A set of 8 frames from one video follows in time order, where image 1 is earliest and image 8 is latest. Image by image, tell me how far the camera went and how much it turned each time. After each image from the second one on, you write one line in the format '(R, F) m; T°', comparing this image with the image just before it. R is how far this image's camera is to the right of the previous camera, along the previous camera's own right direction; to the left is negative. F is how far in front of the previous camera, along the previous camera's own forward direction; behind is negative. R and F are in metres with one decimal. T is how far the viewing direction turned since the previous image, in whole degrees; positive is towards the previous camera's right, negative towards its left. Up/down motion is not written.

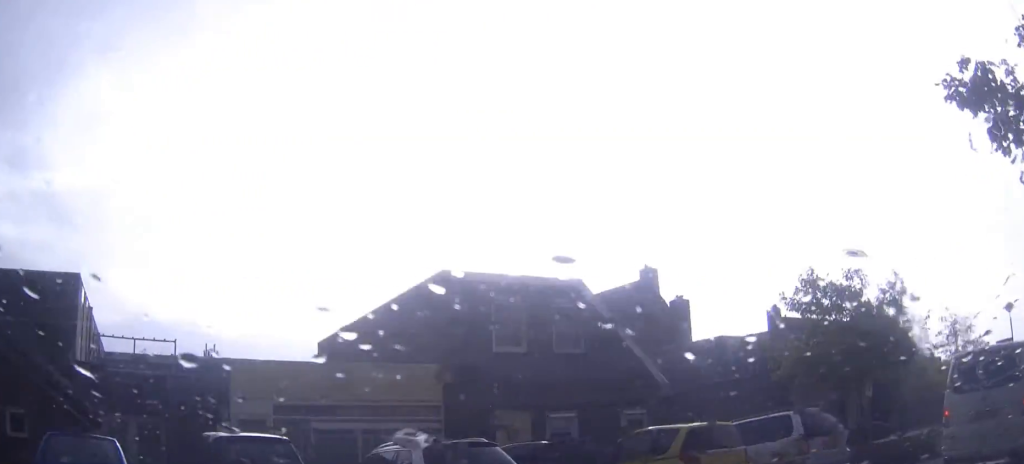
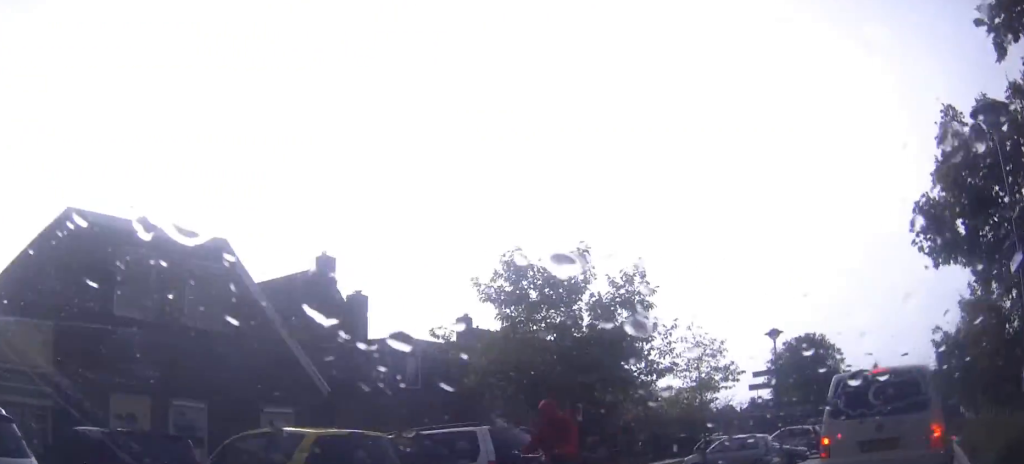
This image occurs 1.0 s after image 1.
(+0.6, +4.1) m; +19°
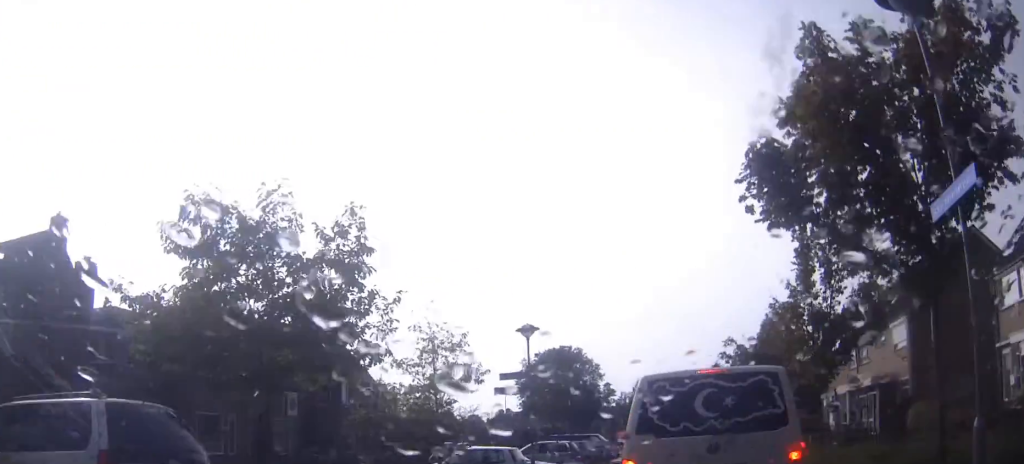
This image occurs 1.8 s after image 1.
(+0.5, +3.4) m; +13°
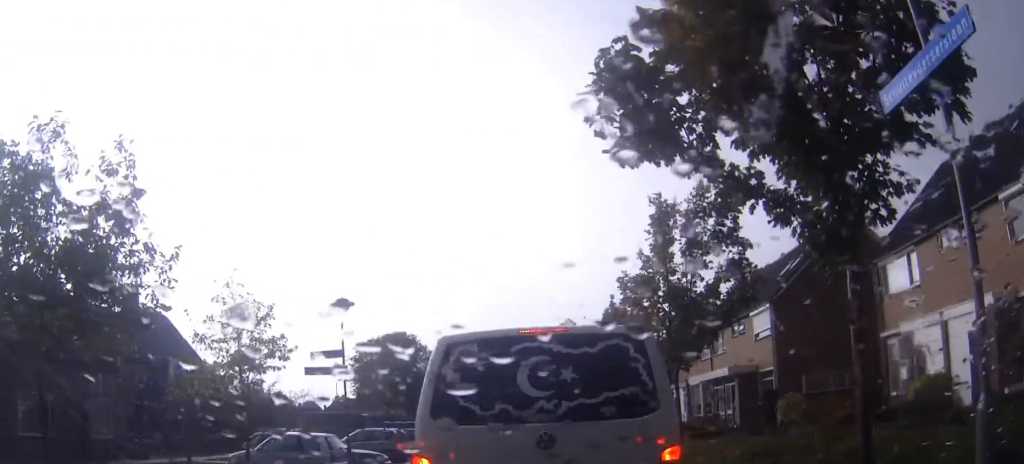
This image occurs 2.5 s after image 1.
(+0.3, +2.4) m; +4°
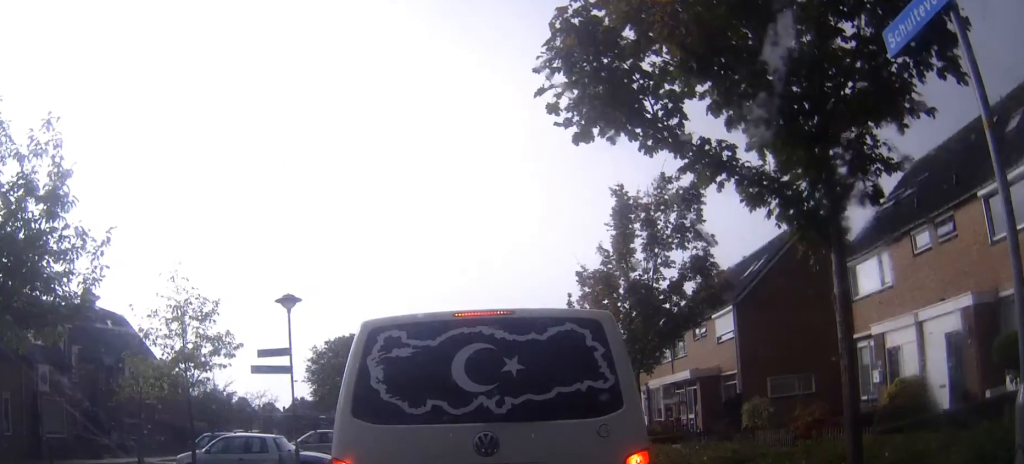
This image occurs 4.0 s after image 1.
(-0.1, +2.2) m; +1°
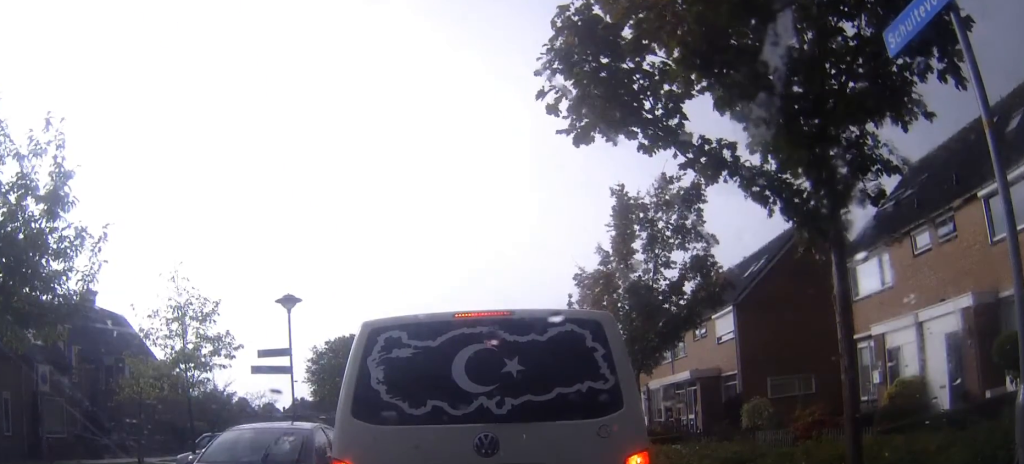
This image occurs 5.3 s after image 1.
(0.0, 0.0) m; 0°
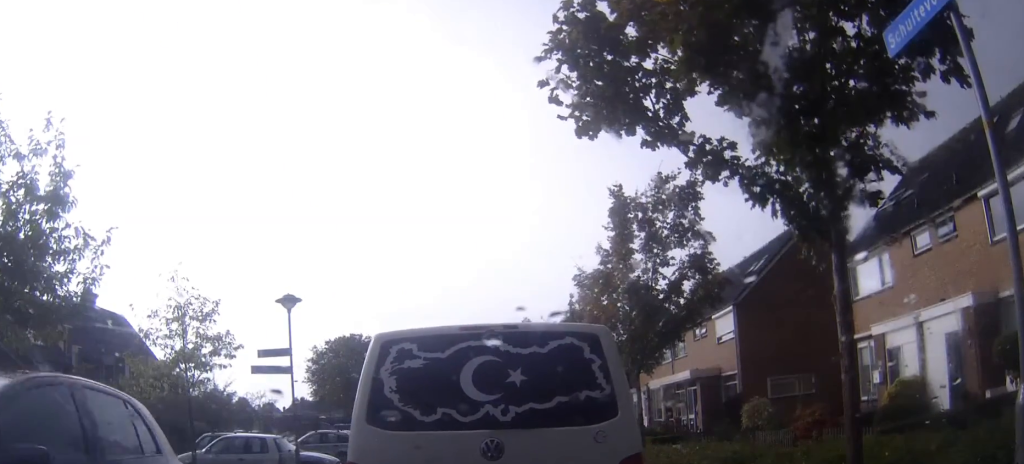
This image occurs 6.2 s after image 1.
(0.0, 0.0) m; 0°
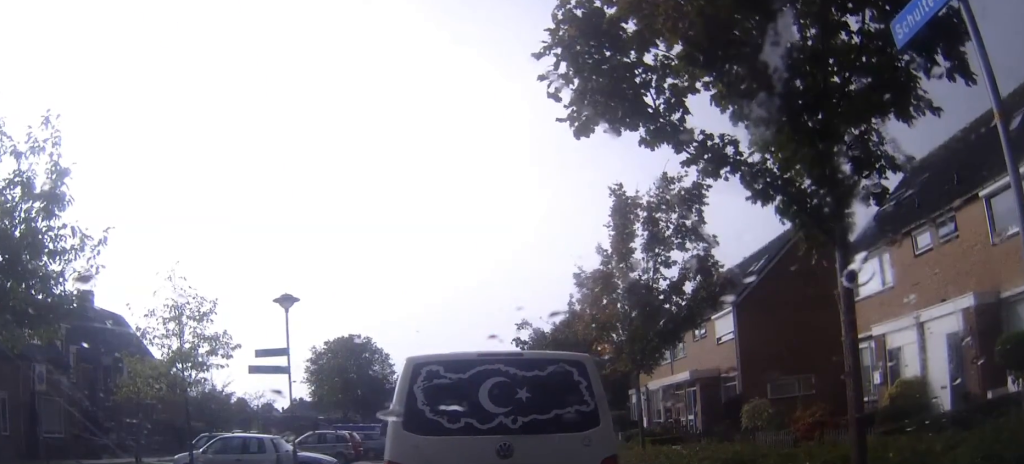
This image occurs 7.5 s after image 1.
(+0.1, +0.2) m; 0°
